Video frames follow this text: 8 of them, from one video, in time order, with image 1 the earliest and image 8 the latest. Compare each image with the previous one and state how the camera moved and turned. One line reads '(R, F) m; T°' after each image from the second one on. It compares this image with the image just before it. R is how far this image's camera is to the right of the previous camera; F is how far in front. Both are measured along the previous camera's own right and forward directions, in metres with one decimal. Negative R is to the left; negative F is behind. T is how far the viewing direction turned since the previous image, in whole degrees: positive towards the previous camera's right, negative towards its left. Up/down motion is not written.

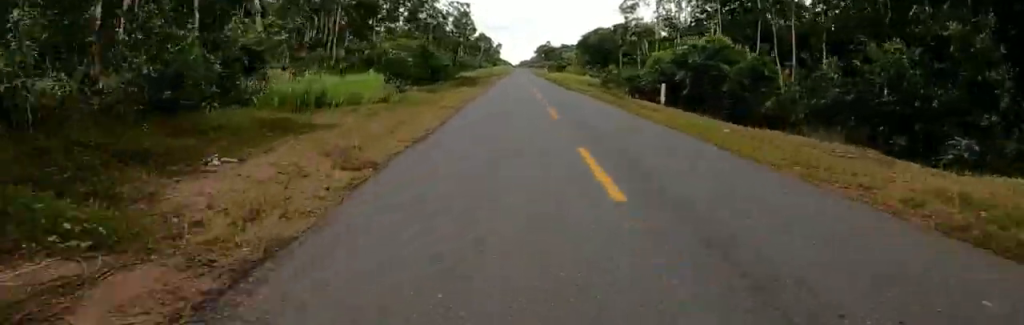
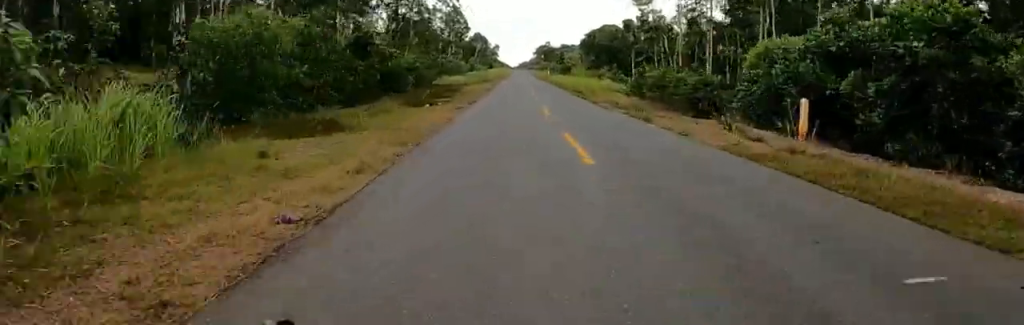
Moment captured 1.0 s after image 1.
(-0.8, +14.4) m; 0°
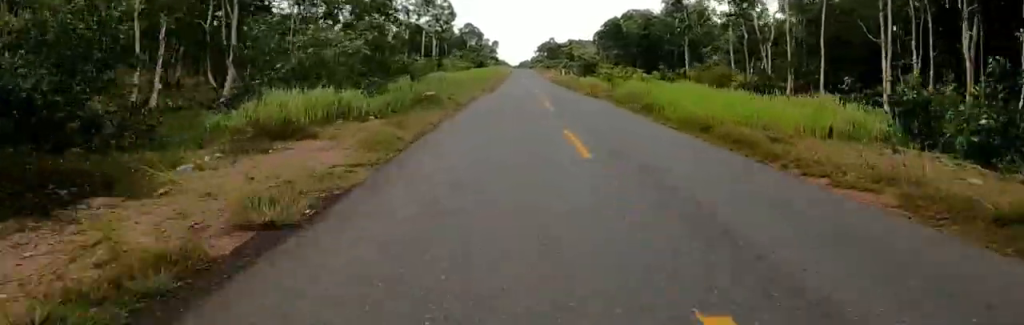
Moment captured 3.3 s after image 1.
(+1.5, +33.1) m; 0°
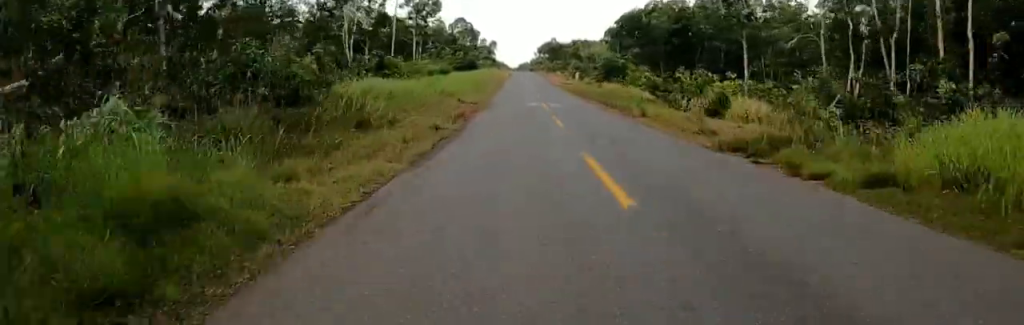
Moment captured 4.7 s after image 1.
(-0.3, +18.6) m; +2°
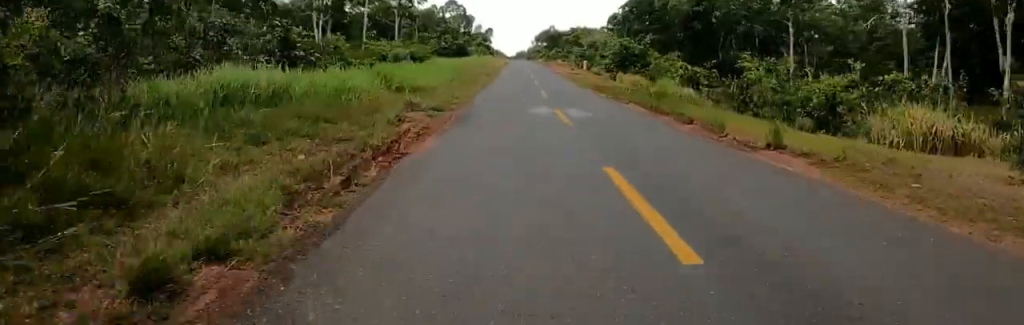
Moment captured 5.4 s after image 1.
(+0.3, +9.7) m; +2°
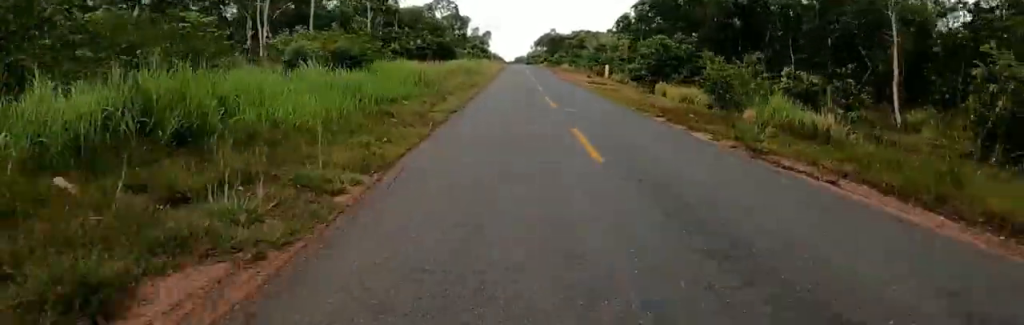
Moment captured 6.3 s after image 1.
(0.0, +12.4) m; 0°
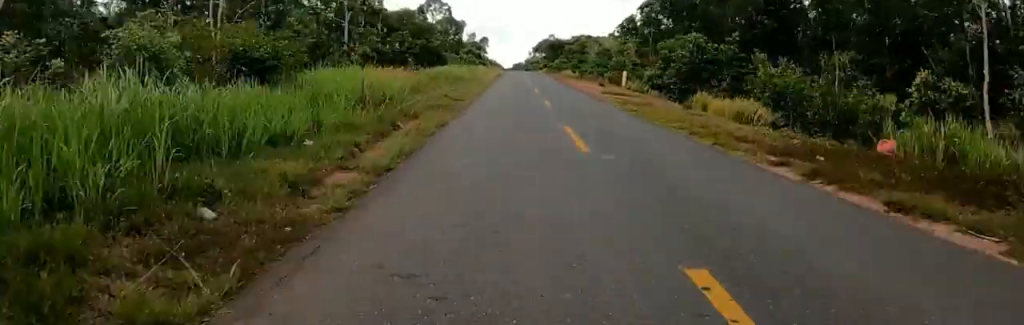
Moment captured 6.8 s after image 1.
(0.0, +6.9) m; 0°
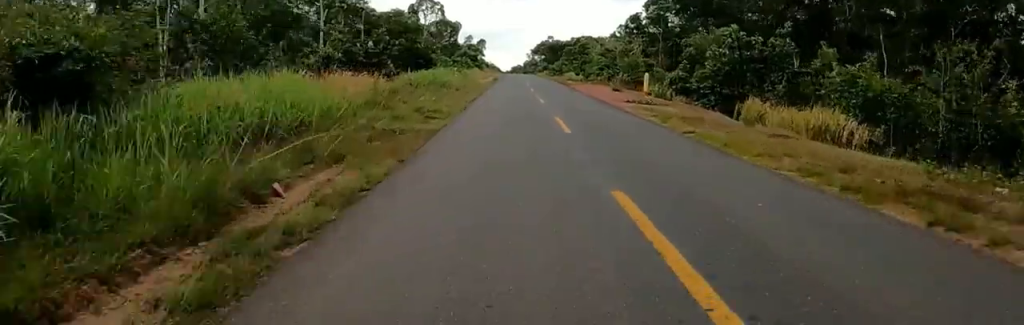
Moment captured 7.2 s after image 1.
(0.0, +6.0) m; 0°
